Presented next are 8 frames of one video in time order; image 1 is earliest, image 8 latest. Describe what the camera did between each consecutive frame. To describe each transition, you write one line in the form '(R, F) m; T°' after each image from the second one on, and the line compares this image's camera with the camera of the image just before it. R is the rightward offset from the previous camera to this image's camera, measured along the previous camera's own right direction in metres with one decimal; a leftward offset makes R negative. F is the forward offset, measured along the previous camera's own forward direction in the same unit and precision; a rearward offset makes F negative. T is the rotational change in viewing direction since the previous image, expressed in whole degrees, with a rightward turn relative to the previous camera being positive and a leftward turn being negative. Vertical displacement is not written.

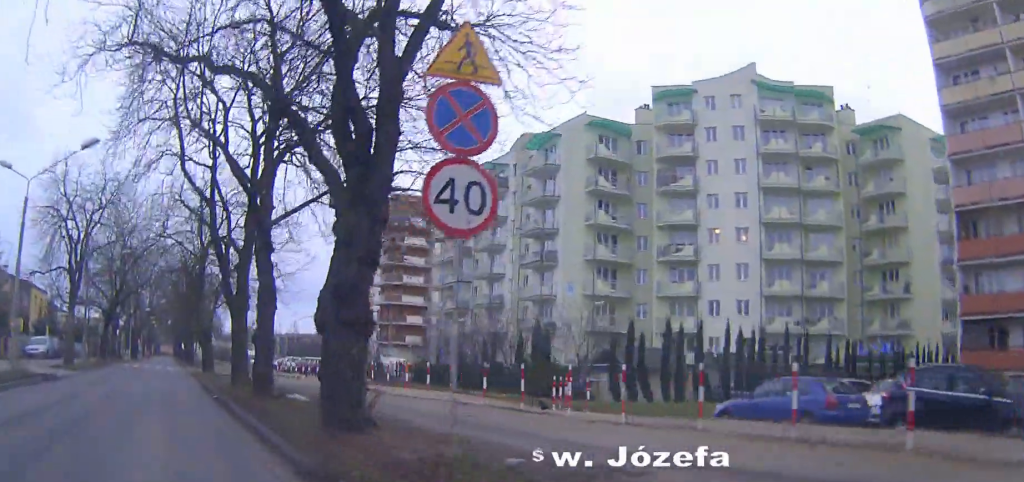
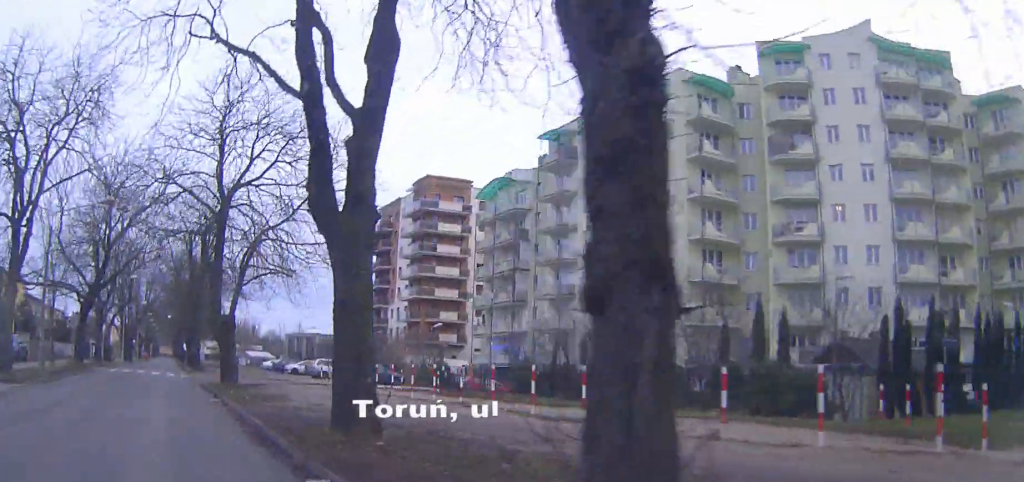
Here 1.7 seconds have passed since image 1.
(-0.2, +14.3) m; -1°
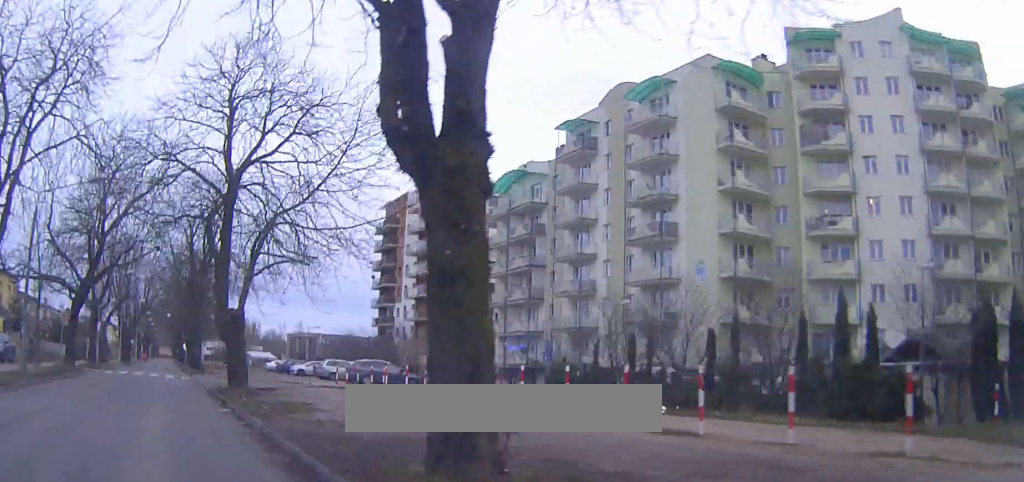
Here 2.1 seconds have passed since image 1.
(0.0, +3.5) m; 0°
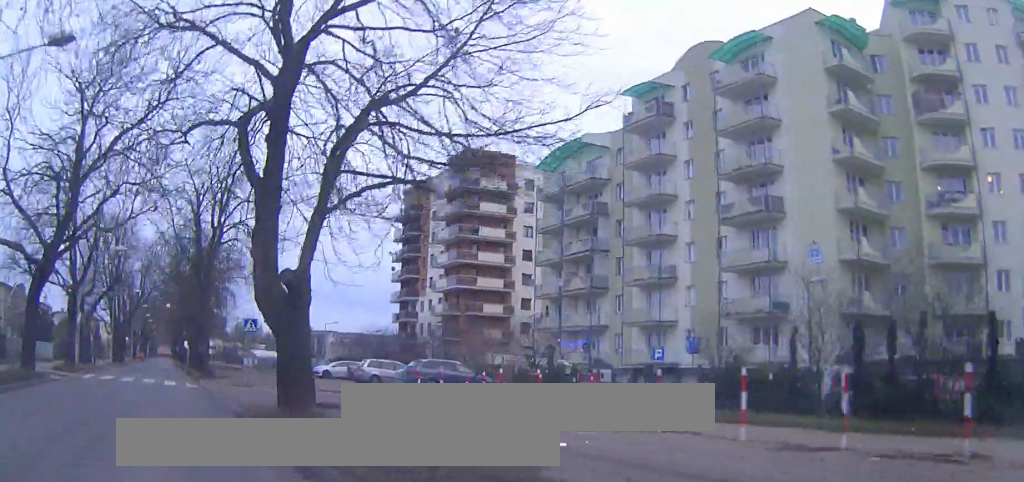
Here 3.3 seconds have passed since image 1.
(+0.2, +11.2) m; +2°
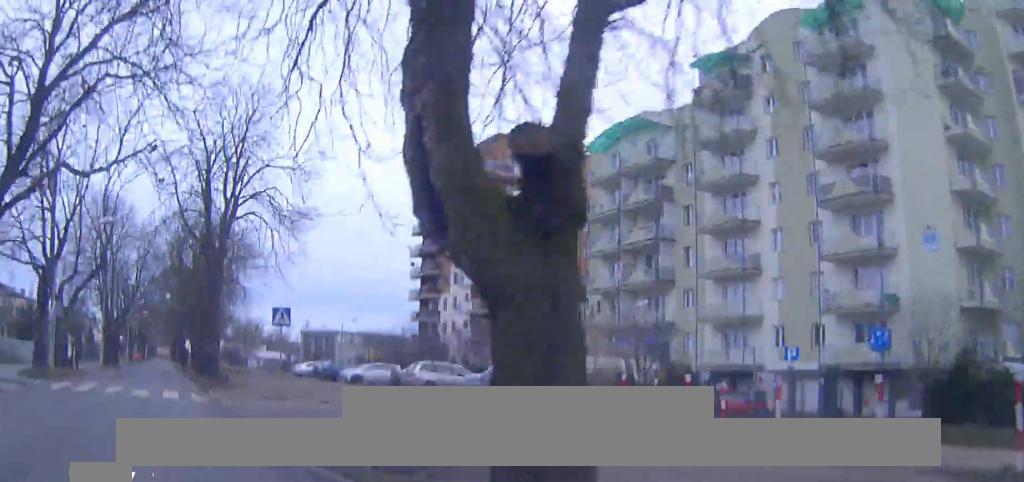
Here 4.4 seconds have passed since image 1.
(+0.1, +9.2) m; +1°
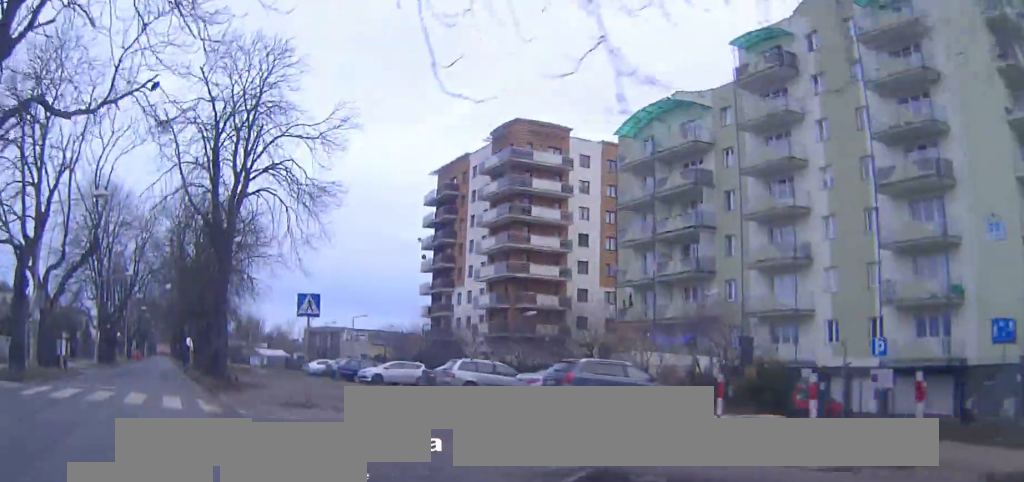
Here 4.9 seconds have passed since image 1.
(0.0, +4.7) m; 0°
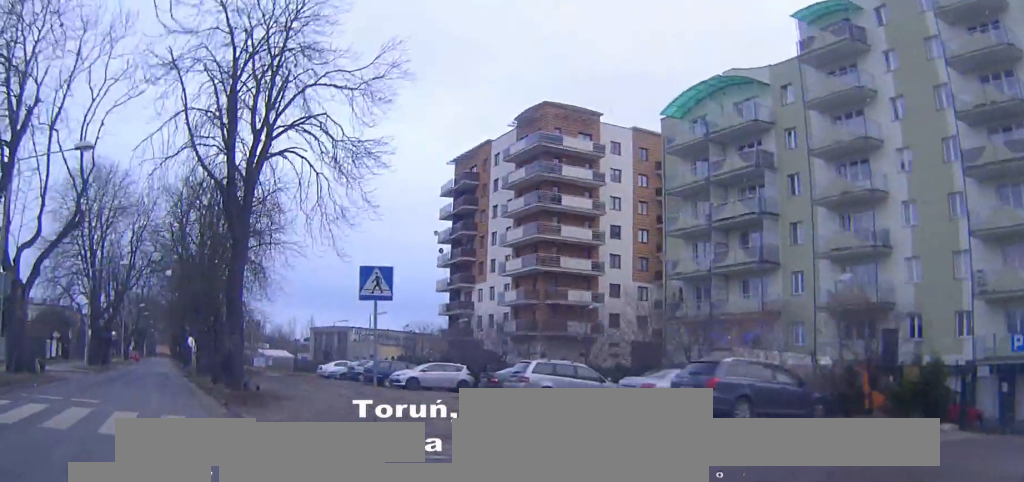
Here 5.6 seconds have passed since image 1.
(+0.1, +6.4) m; 0°
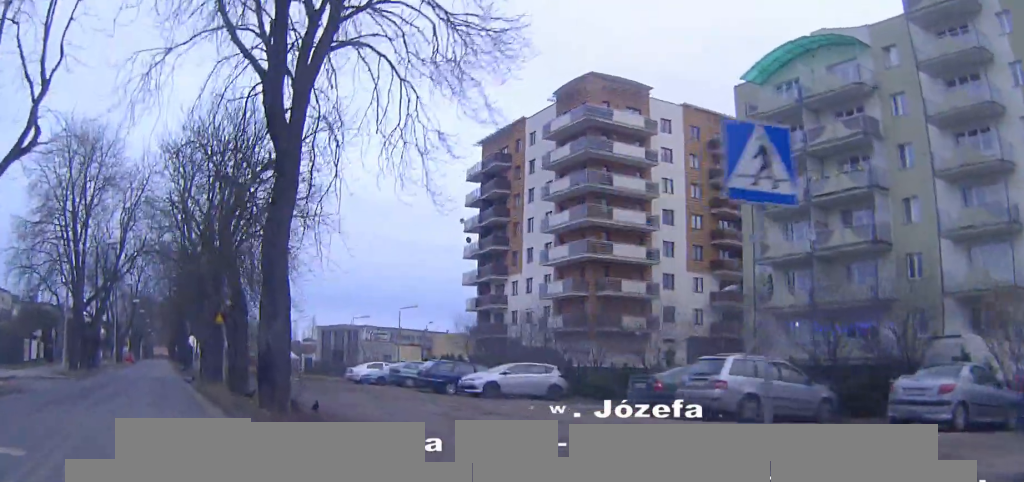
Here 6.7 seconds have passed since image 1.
(-0.1, +9.6) m; -2°
